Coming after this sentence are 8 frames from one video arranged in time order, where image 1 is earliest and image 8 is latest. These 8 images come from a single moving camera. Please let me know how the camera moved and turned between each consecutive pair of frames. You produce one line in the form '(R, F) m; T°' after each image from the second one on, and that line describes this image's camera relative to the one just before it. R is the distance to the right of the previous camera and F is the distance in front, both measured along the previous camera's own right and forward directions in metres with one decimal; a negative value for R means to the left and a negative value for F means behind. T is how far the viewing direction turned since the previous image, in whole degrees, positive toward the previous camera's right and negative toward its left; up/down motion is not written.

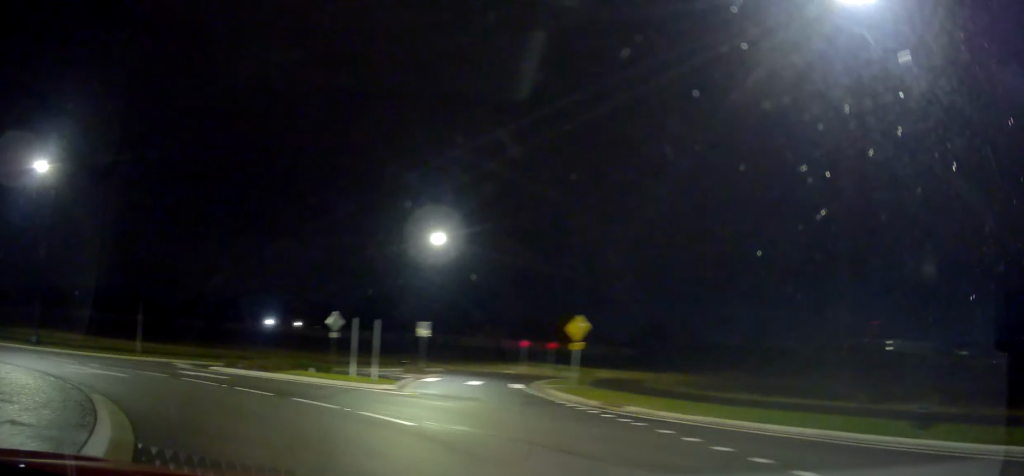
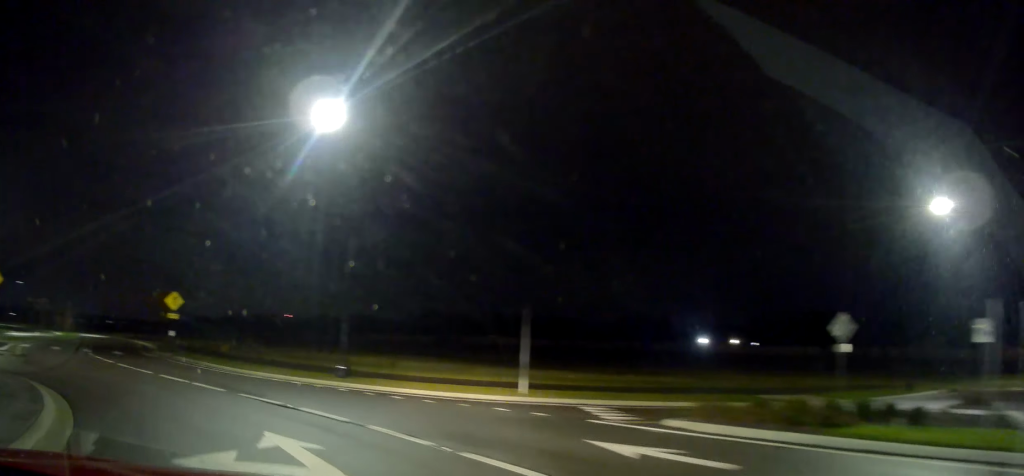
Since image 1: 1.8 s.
(-4.6, +12.3) m; -38°
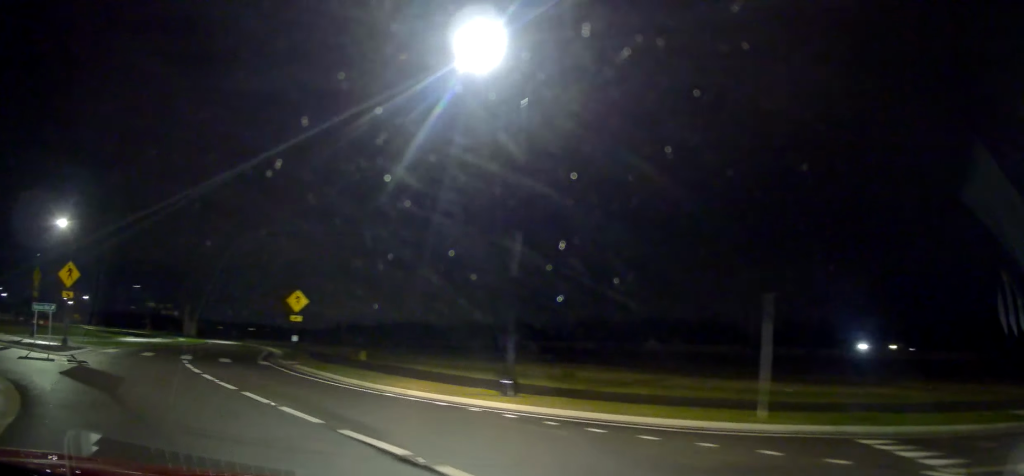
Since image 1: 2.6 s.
(-0.4, +5.7) m; -13°
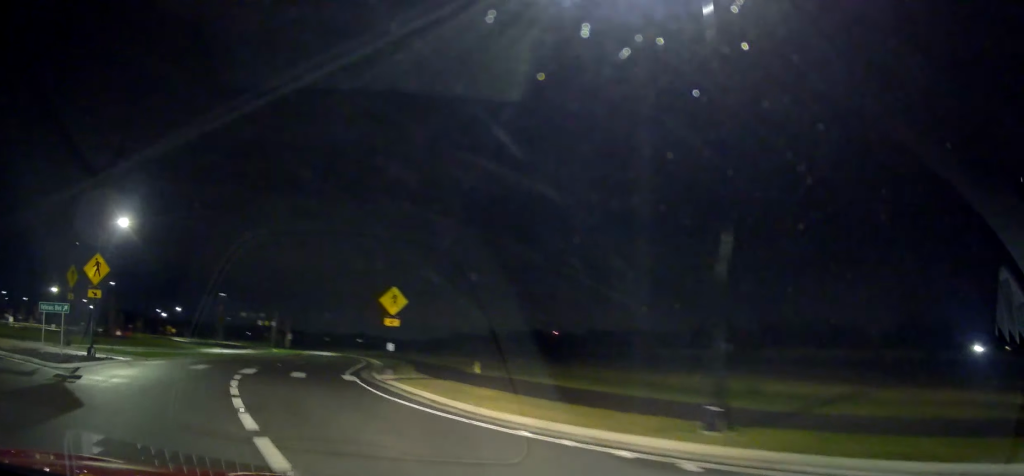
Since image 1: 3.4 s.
(-0.9, +6.0) m; -16°
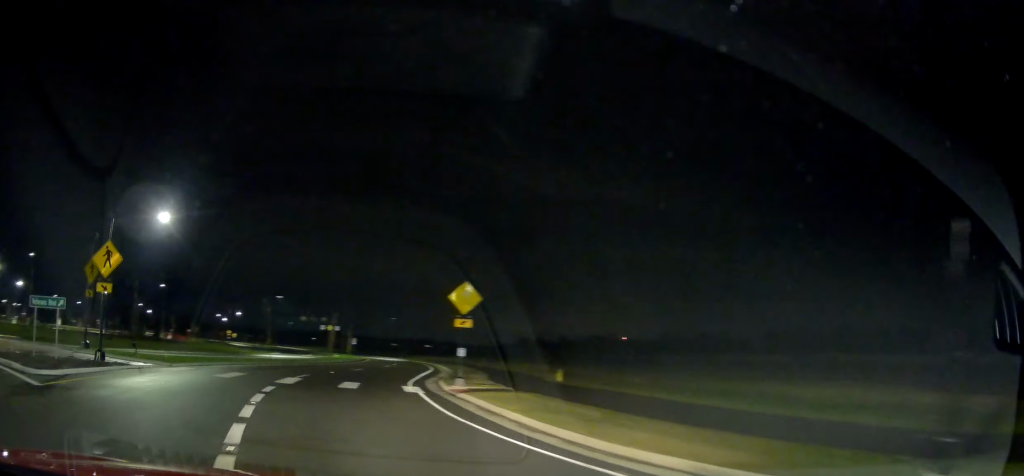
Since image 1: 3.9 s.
(-0.4, +3.6) m; -8°
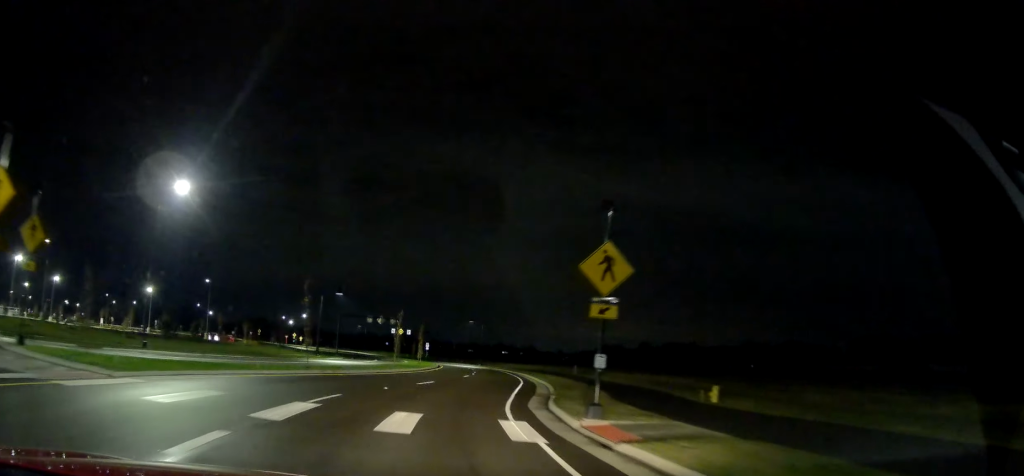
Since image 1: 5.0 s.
(-1.3, +8.1) m; -13°
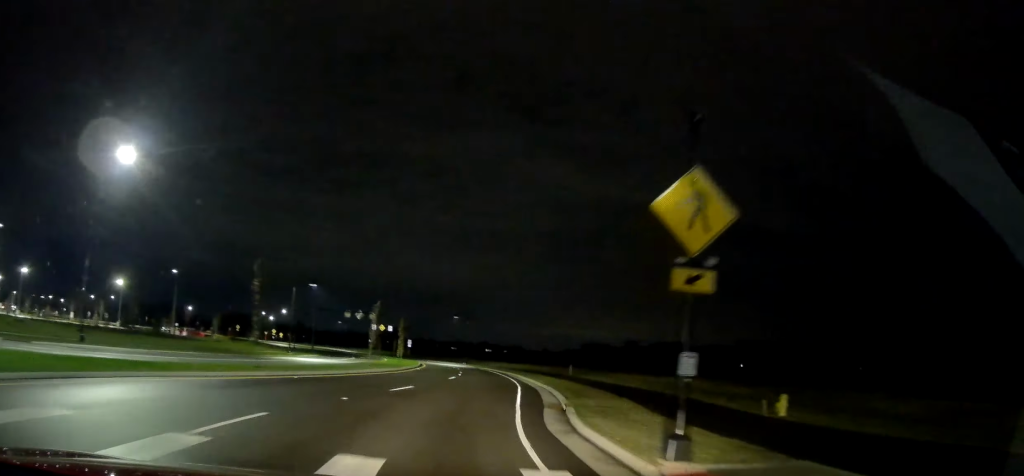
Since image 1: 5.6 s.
(-0.2, +4.7) m; -4°
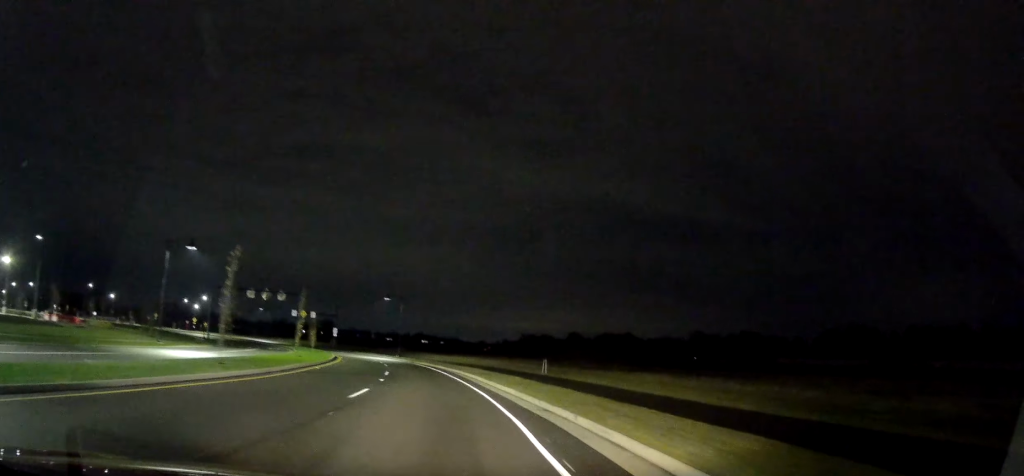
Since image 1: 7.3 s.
(-1.4, +15.1) m; -8°
